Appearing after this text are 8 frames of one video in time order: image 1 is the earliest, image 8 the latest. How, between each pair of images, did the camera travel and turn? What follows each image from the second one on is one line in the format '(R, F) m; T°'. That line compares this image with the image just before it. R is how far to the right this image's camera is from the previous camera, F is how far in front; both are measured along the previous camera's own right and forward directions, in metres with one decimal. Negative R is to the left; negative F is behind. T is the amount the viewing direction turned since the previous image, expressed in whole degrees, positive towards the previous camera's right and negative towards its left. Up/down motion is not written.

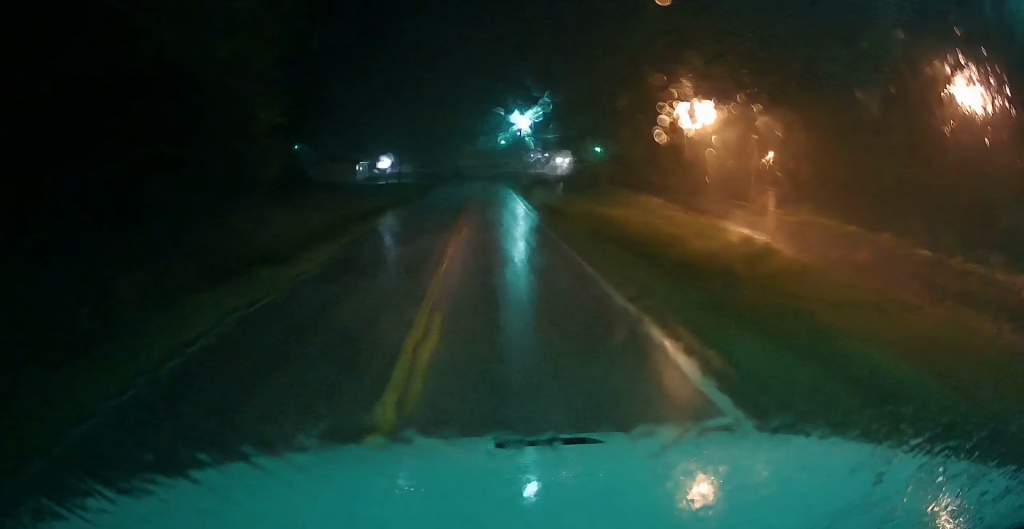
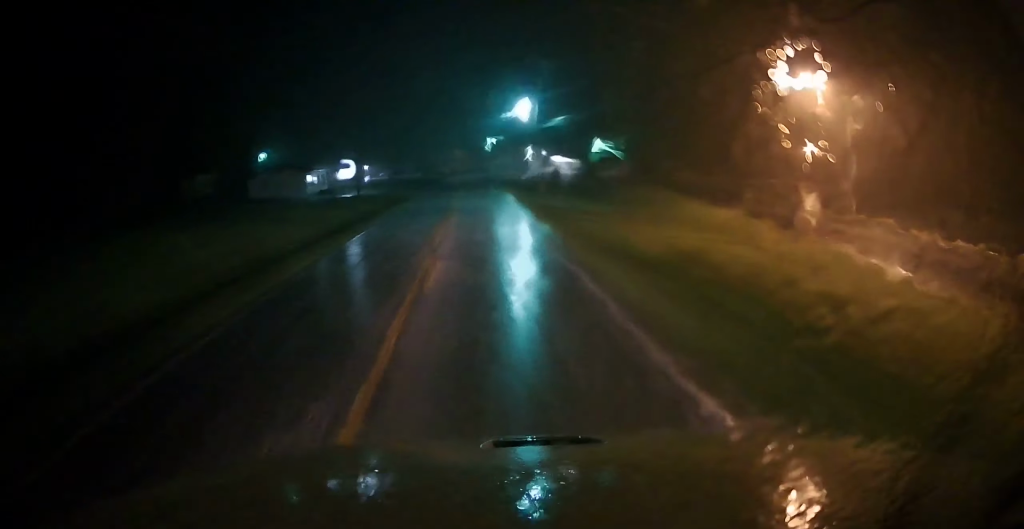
(+0.1, +19.6) m; 0°
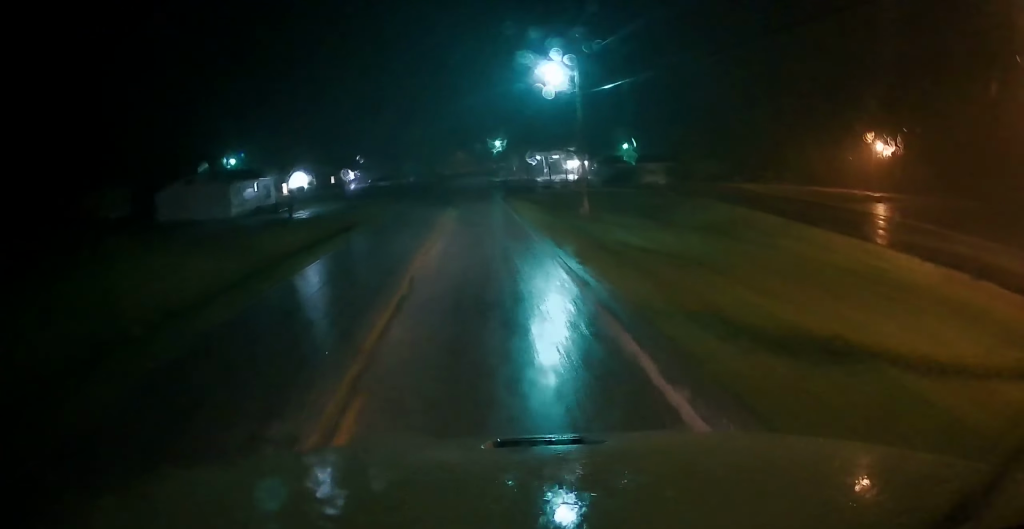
(+0.1, +20.3) m; +1°
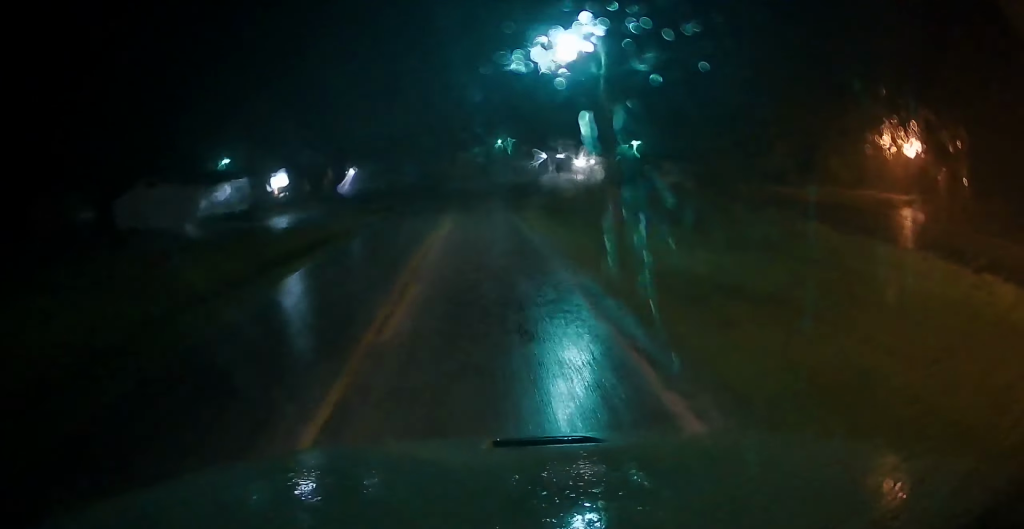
(+0.1, +6.9) m; 0°
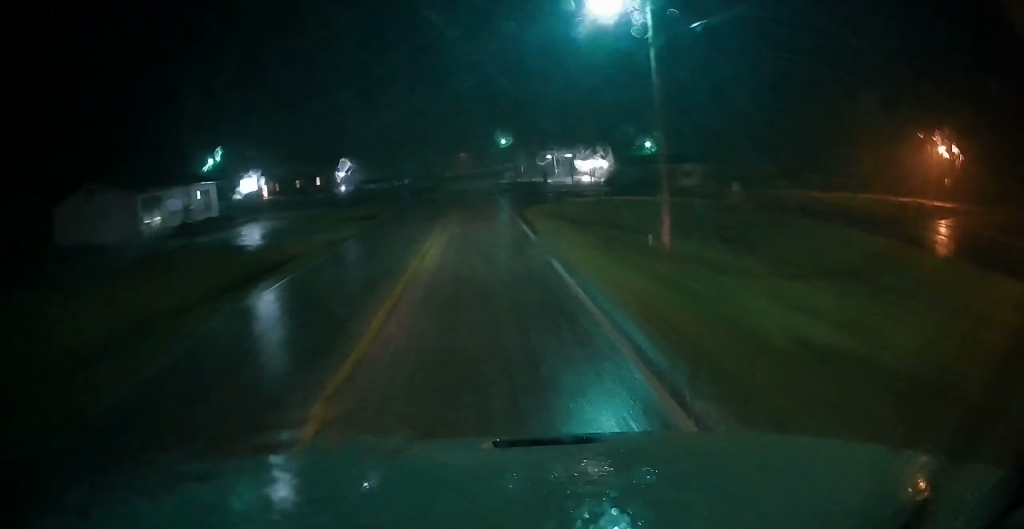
(0.0, +7.1) m; 0°
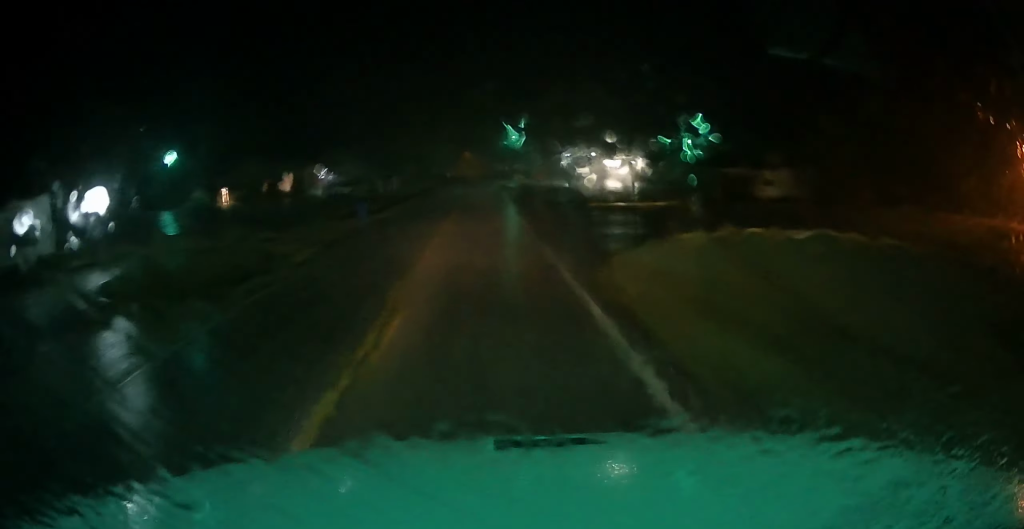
(+0.1, +19.1) m; +1°
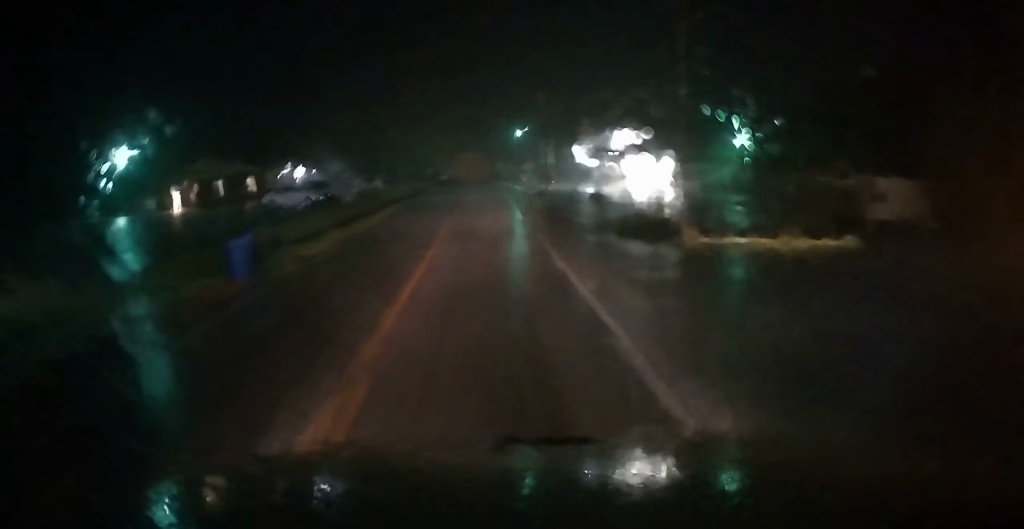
(+0.1, +15.1) m; 0°
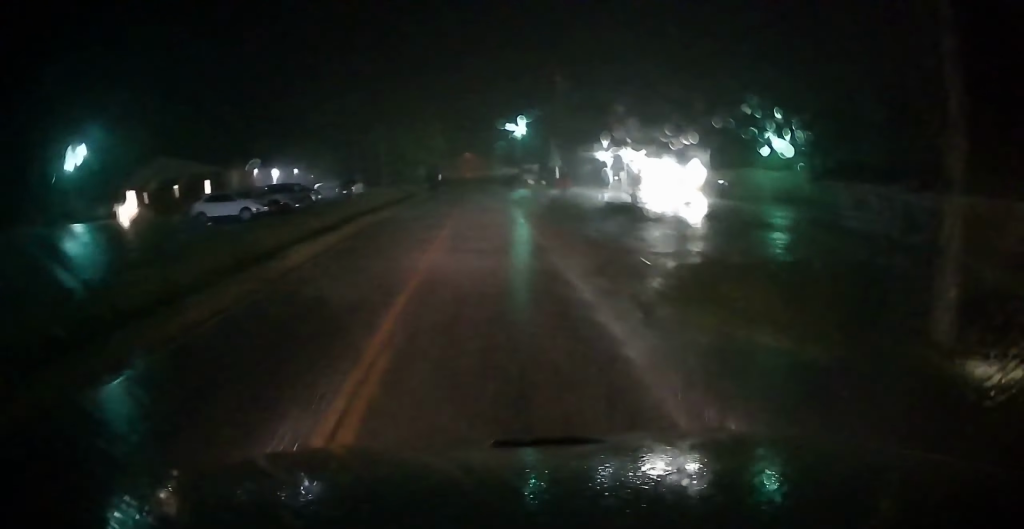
(-0.1, +11.6) m; -1°
